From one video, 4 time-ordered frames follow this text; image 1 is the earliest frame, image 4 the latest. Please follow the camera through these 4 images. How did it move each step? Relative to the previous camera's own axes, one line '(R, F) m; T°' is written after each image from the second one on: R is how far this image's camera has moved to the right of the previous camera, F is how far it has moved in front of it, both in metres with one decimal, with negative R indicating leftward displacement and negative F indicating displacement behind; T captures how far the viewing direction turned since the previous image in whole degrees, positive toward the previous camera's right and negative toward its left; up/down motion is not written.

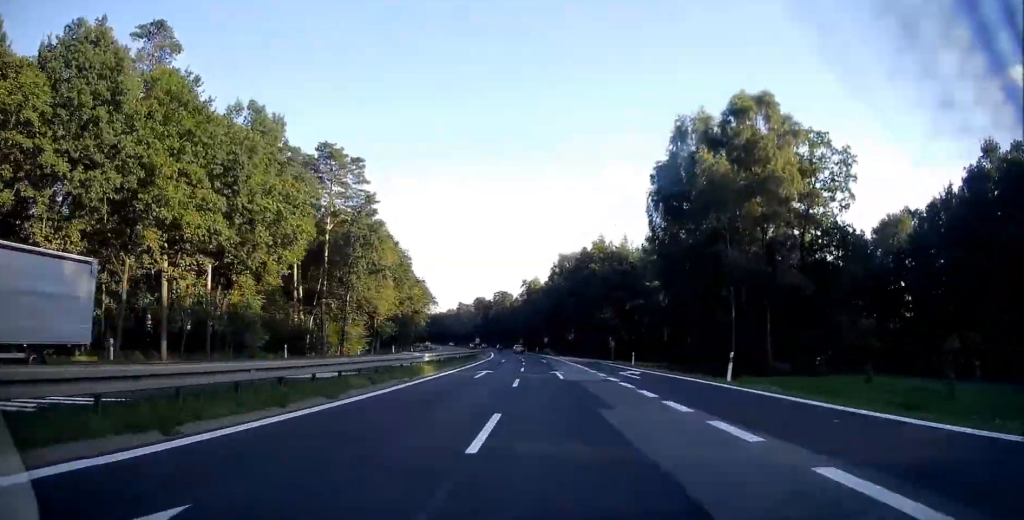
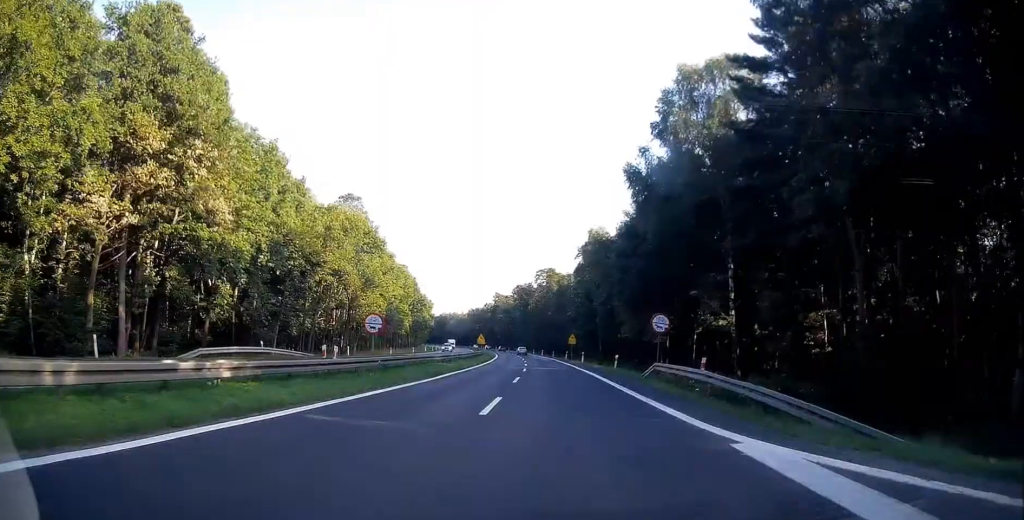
(-5.0, +83.2) m; -6°
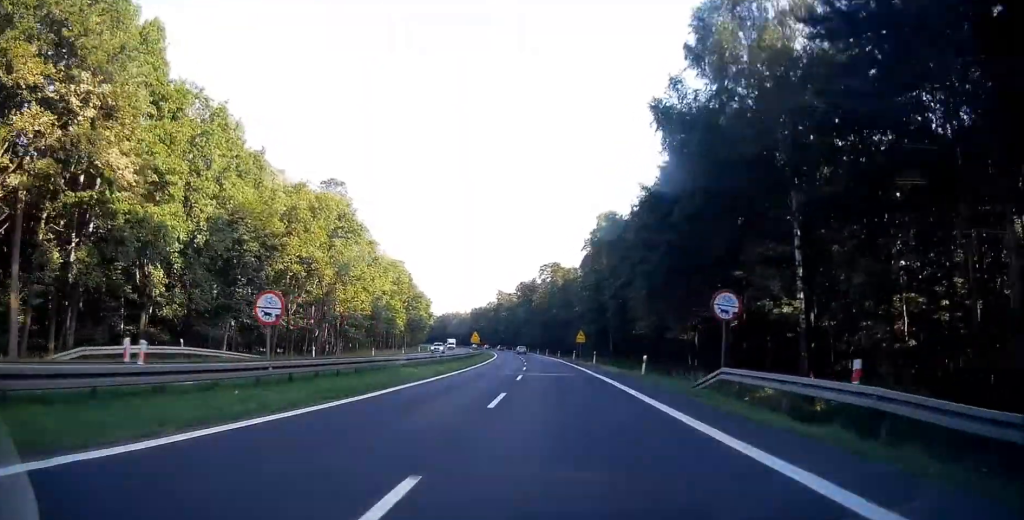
(-0.1, +10.1) m; -1°
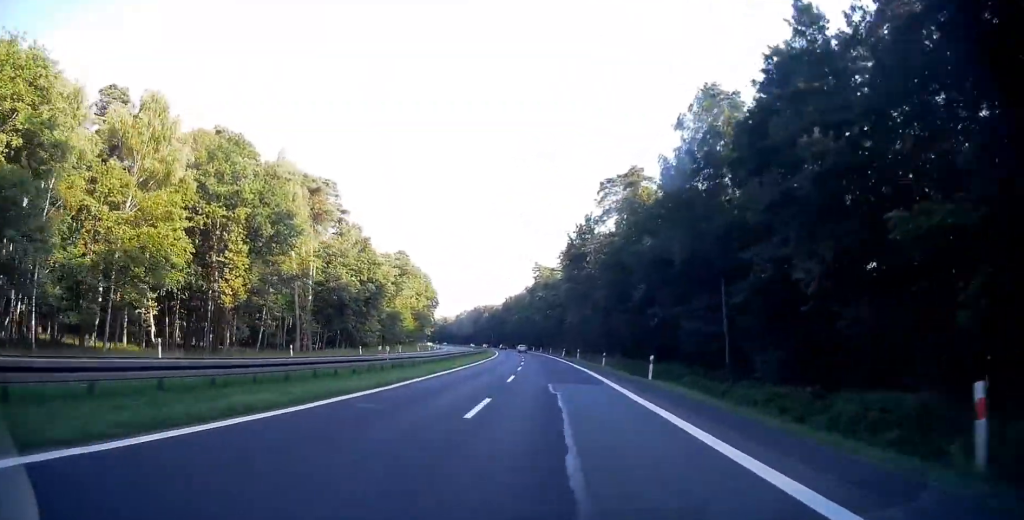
(-3.2, +84.1) m; -5°
